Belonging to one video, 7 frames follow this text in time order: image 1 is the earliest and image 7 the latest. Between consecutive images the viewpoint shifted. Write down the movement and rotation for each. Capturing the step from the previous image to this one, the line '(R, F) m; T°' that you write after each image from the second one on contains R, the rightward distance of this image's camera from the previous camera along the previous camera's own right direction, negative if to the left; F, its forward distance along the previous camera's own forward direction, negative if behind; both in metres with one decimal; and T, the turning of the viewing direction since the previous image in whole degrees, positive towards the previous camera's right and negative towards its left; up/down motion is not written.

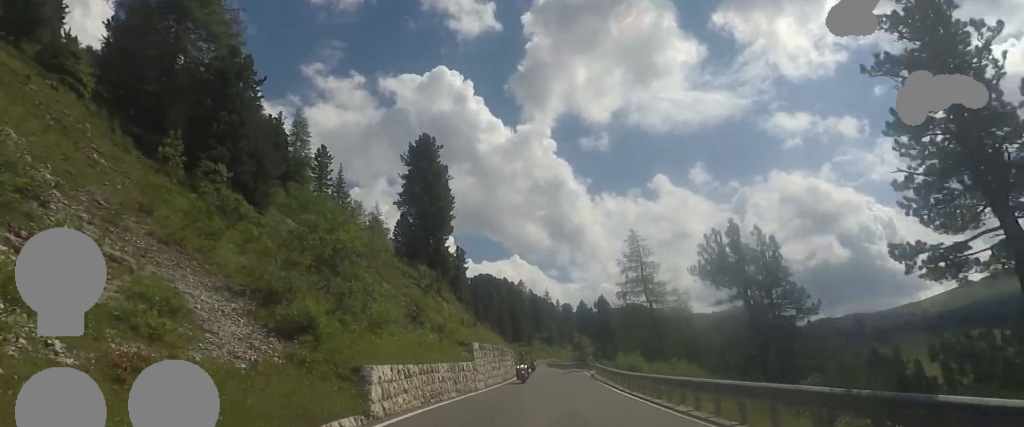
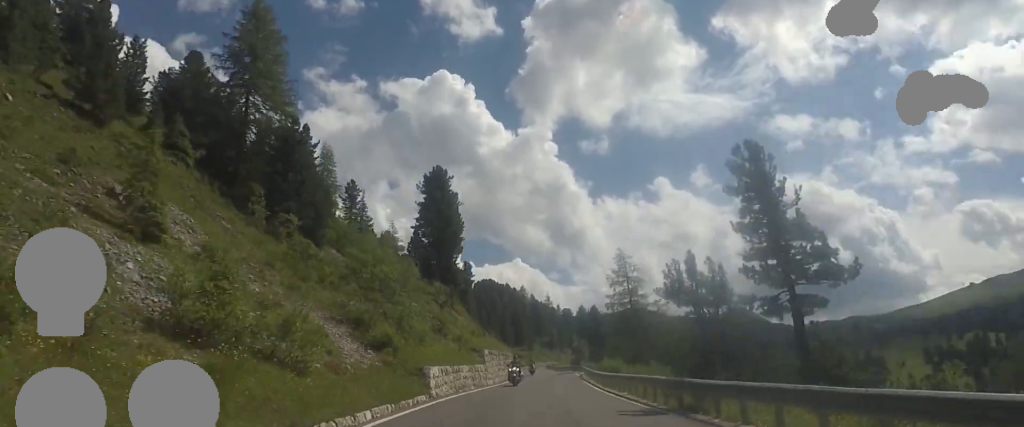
(0.0, +8.2) m; 0°
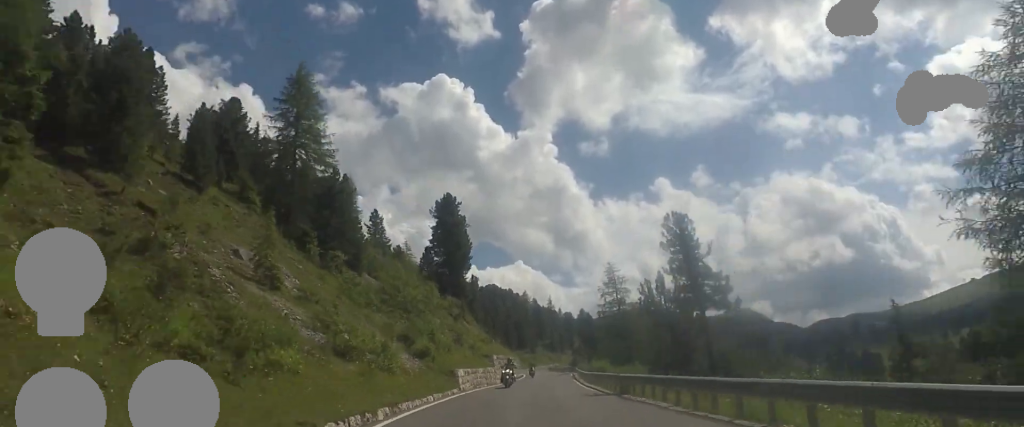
(0.0, +8.9) m; 0°
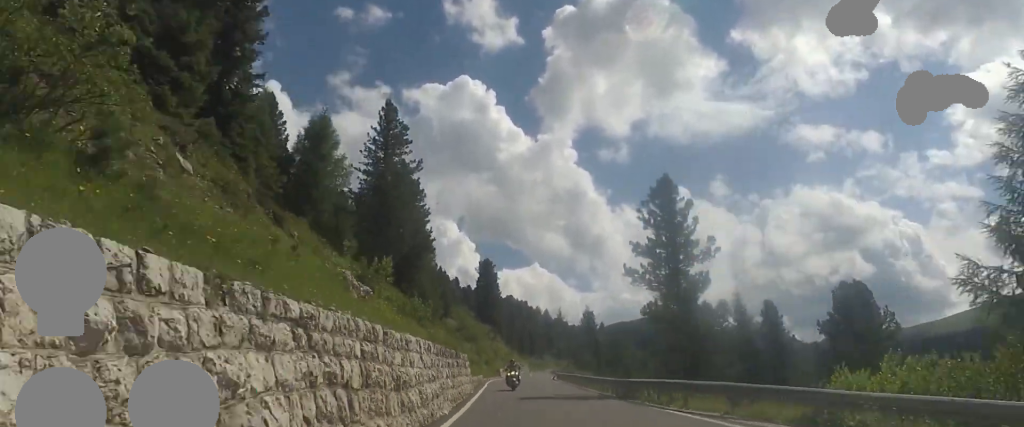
(-0.4, +46.2) m; 0°
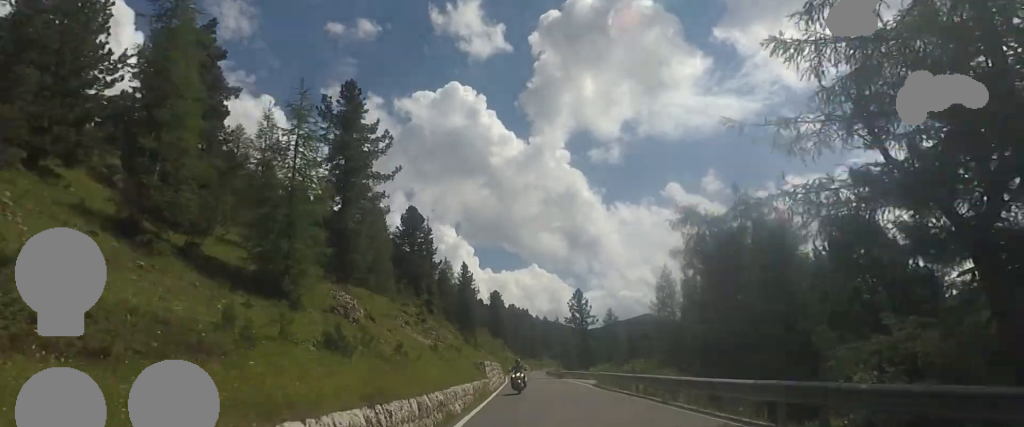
(-0.7, +45.6) m; -2°
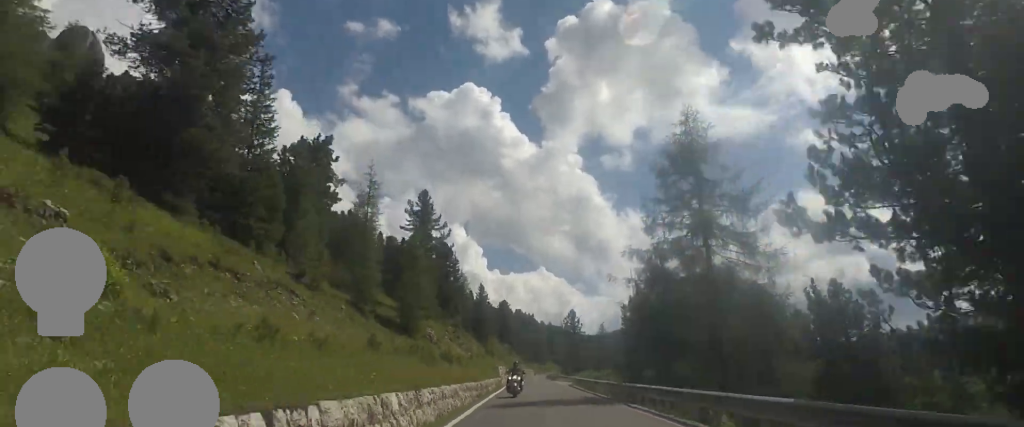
(+0.2, +18.6) m; +2°
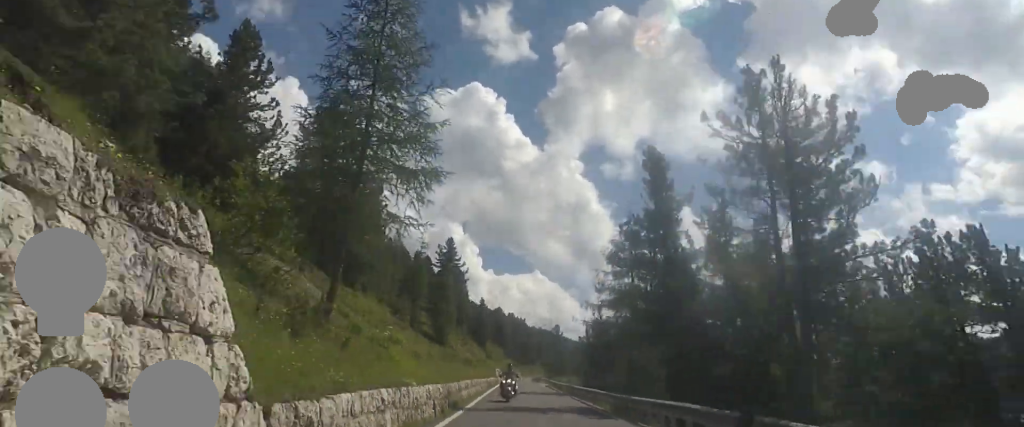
(+0.5, +18.5) m; +2°
